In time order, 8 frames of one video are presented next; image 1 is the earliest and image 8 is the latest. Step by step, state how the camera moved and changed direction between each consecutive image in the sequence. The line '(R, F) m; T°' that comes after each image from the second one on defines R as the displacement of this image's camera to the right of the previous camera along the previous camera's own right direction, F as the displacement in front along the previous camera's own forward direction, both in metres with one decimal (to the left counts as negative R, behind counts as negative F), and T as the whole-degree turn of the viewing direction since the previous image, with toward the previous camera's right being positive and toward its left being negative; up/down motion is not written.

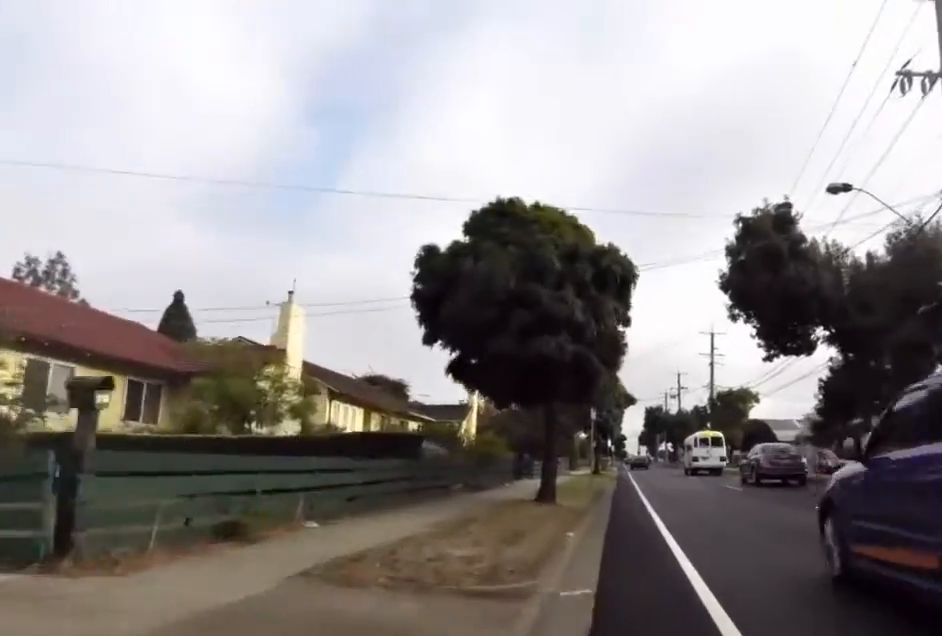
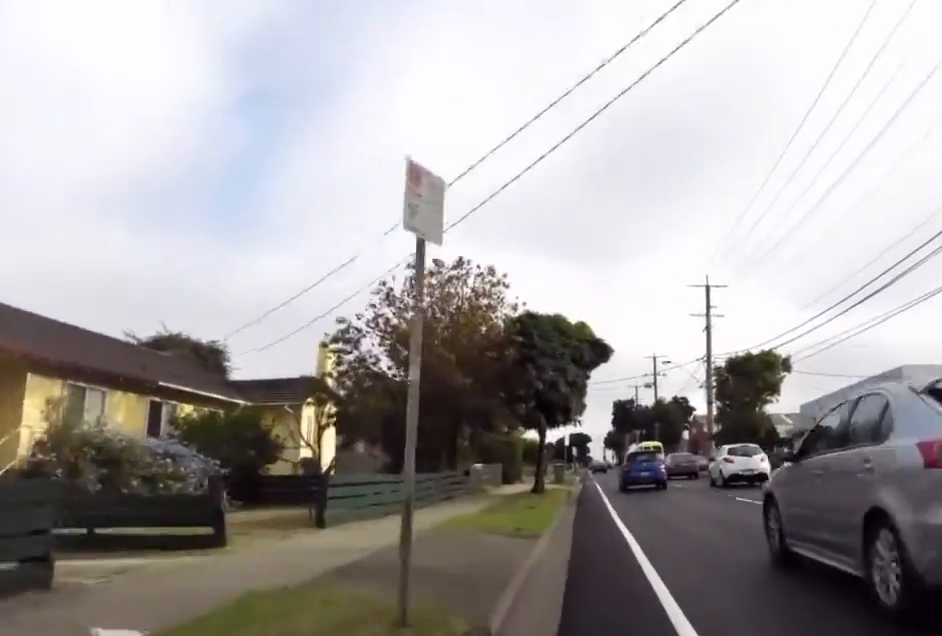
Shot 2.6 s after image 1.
(-0.8, +19.4) m; -2°
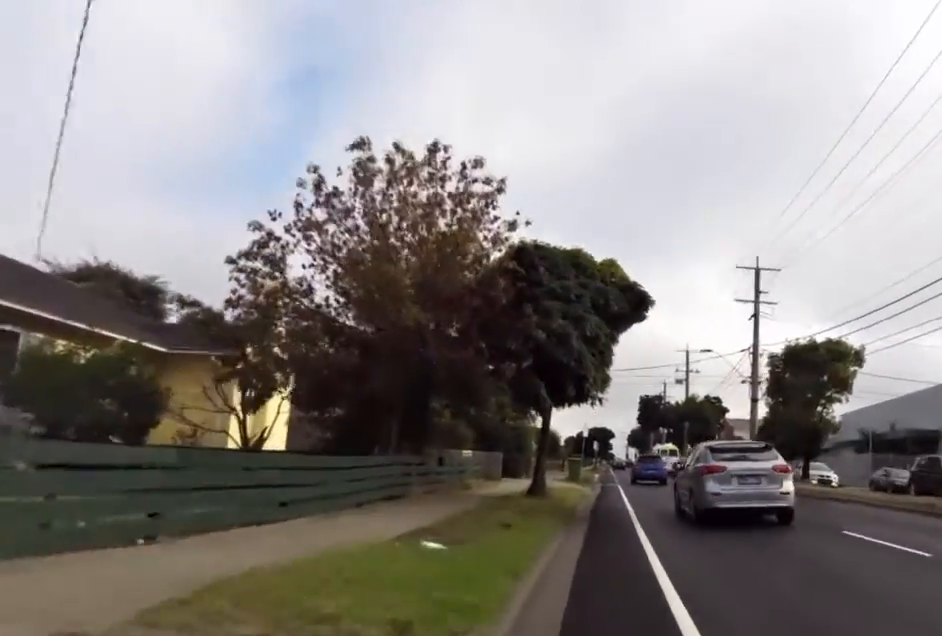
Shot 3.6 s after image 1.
(+0.6, +6.8) m; +1°
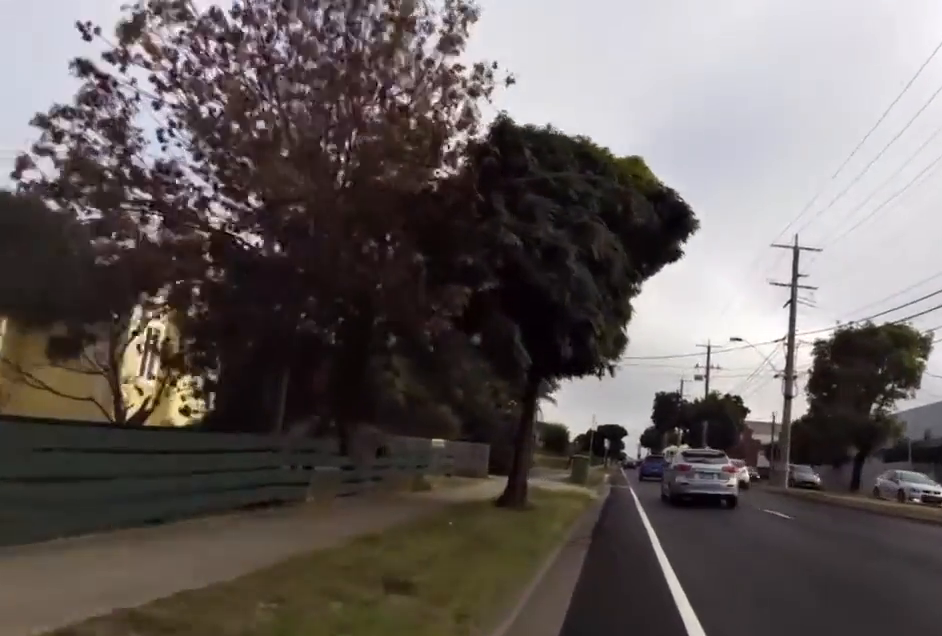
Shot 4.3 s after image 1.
(-0.1, +5.0) m; +1°
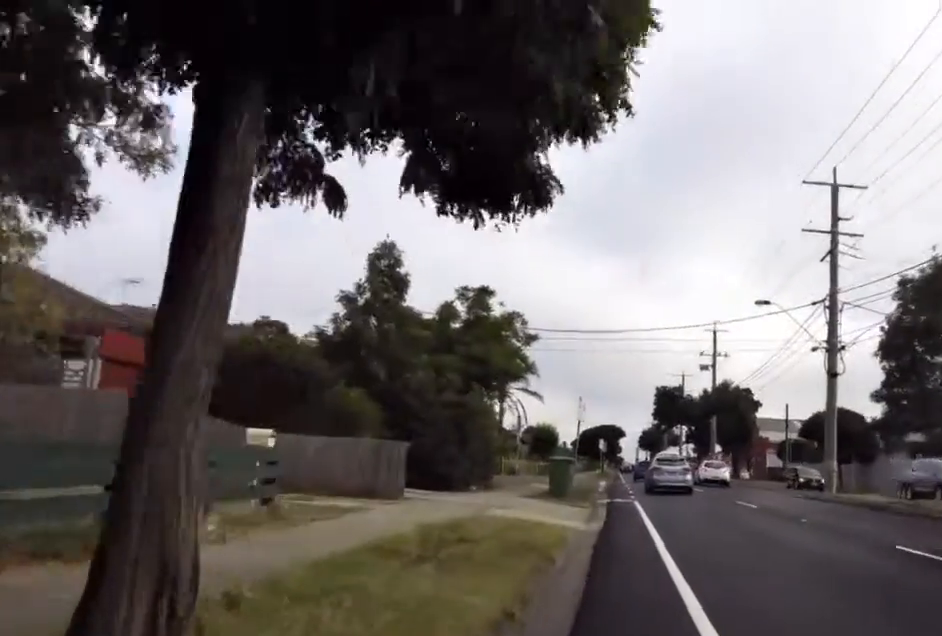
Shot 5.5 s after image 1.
(+0.2, +8.9) m; 0°
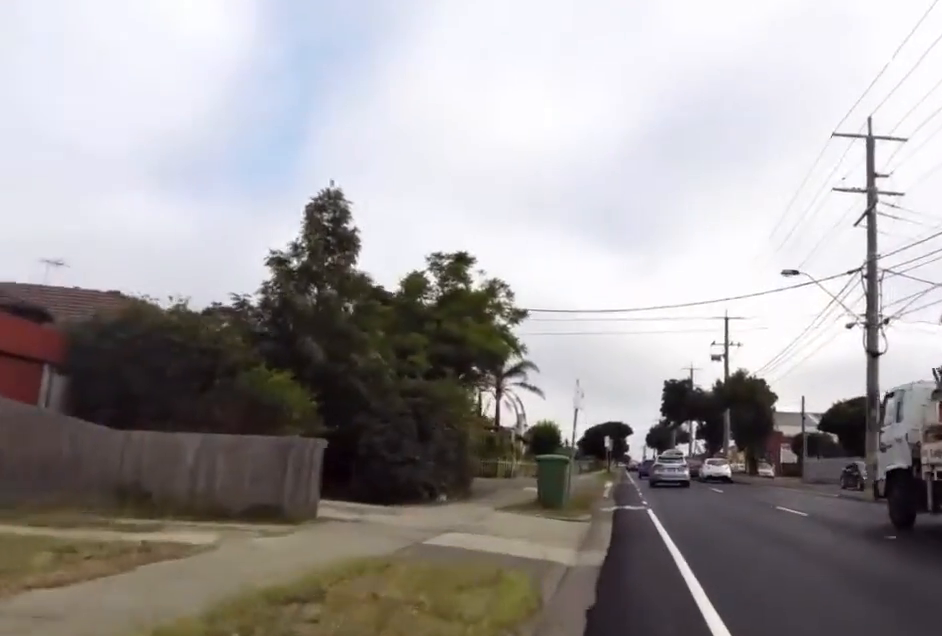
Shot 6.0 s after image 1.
(+0.2, +4.4) m; 0°
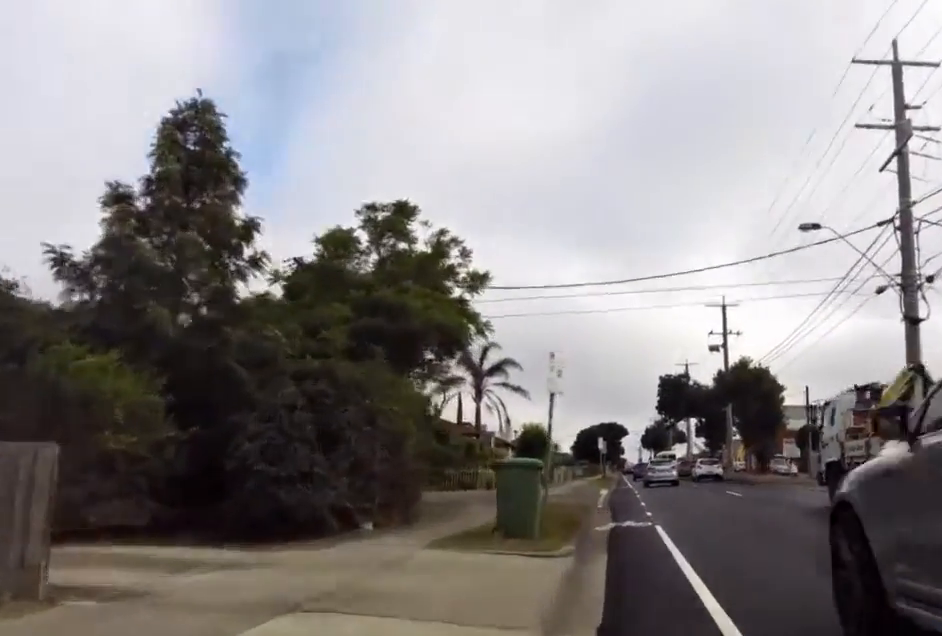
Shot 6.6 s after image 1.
(-0.8, +4.7) m; 0°
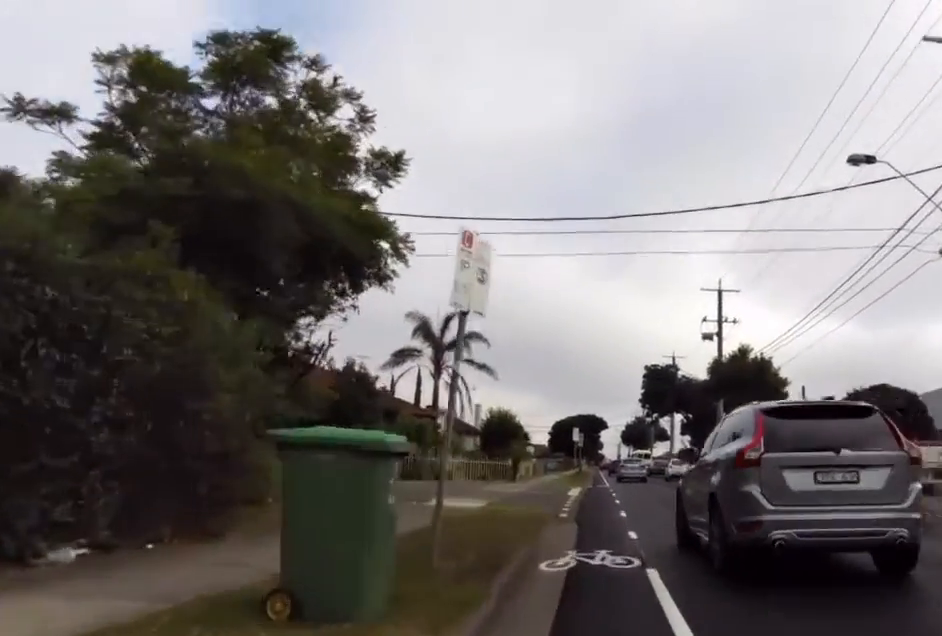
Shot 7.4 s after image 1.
(+0.5, +5.5) m; 0°
